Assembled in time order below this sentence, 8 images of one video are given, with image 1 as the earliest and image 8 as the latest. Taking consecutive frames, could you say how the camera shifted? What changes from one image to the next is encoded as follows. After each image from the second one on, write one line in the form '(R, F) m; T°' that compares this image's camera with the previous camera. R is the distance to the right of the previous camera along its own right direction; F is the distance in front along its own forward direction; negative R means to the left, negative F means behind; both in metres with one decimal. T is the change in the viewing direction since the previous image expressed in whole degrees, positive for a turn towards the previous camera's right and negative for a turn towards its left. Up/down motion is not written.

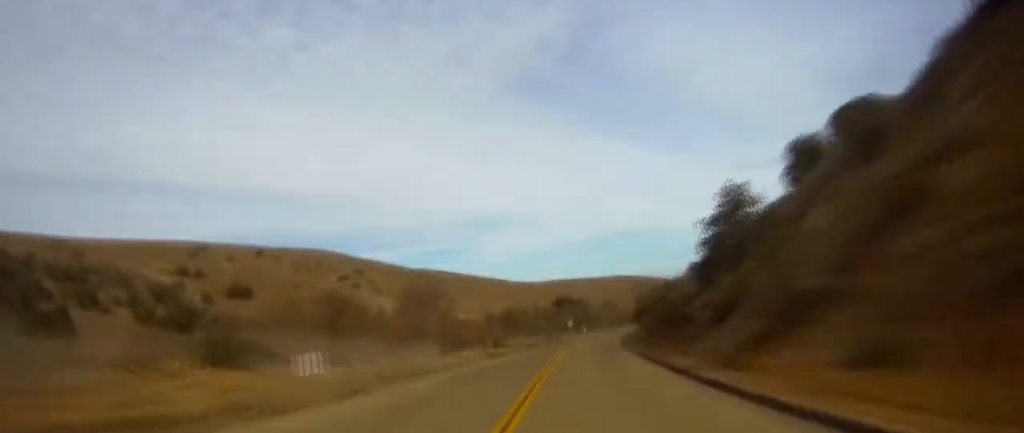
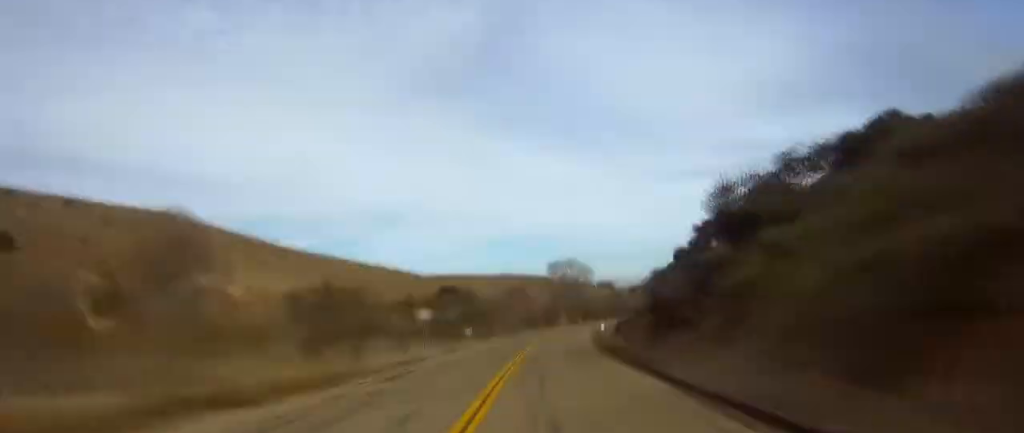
(+4.5, +79.6) m; +6°
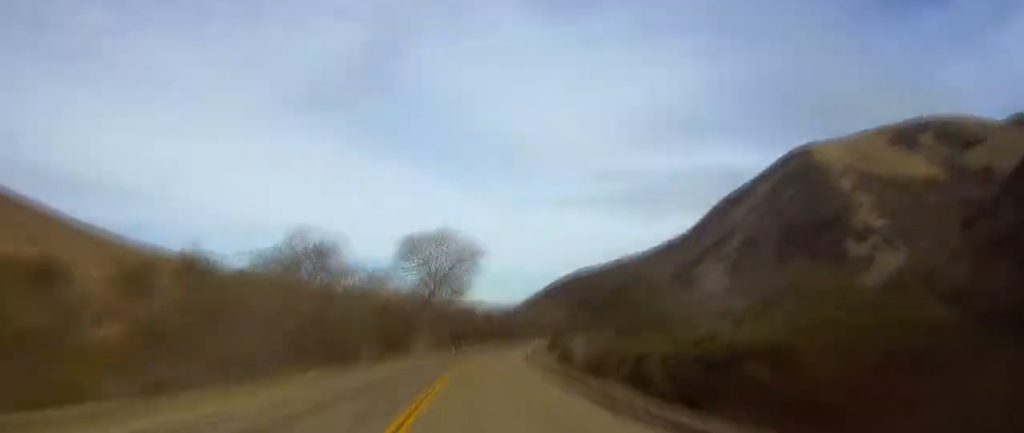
(+3.7, +80.7) m; +6°
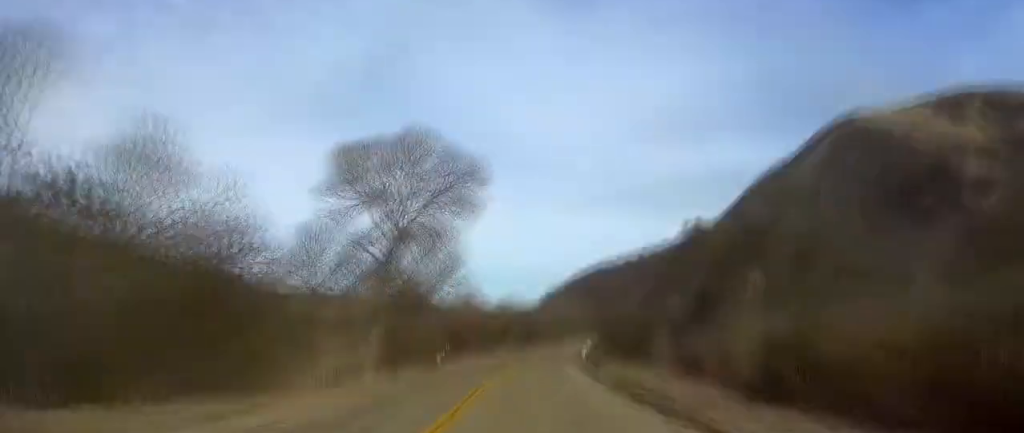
(+2.1, +47.2) m; +4°
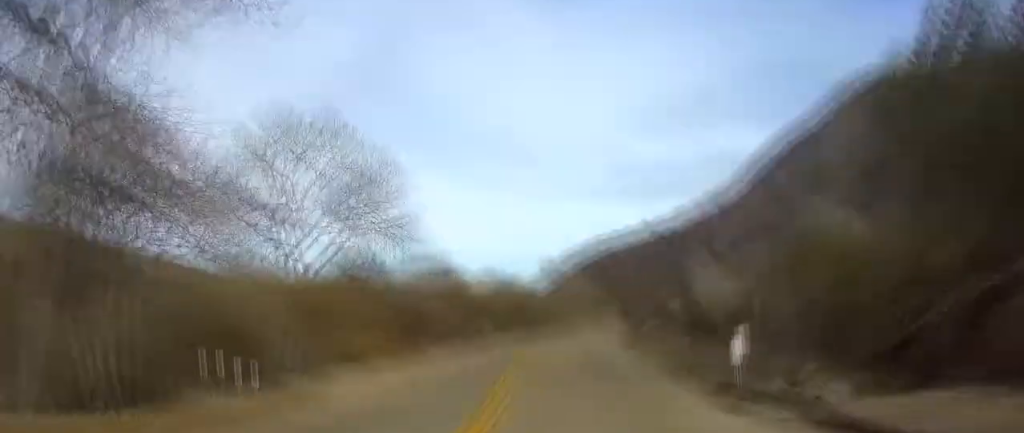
(-0.2, +37.5) m; +3°
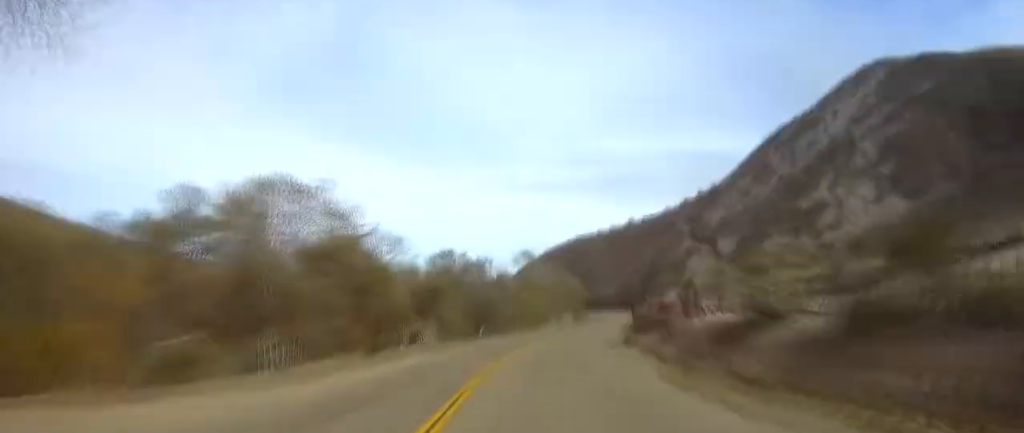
(+1.8, +30.3) m; +2°
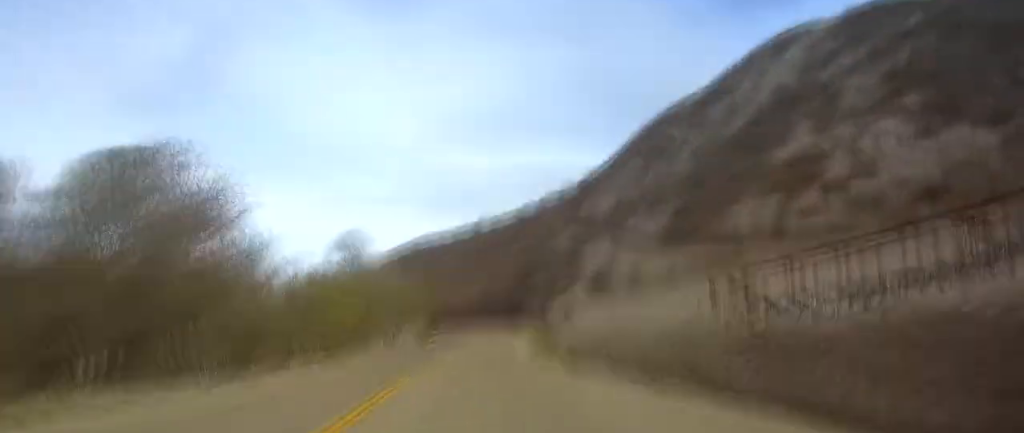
(+1.8, +53.2) m; +3°
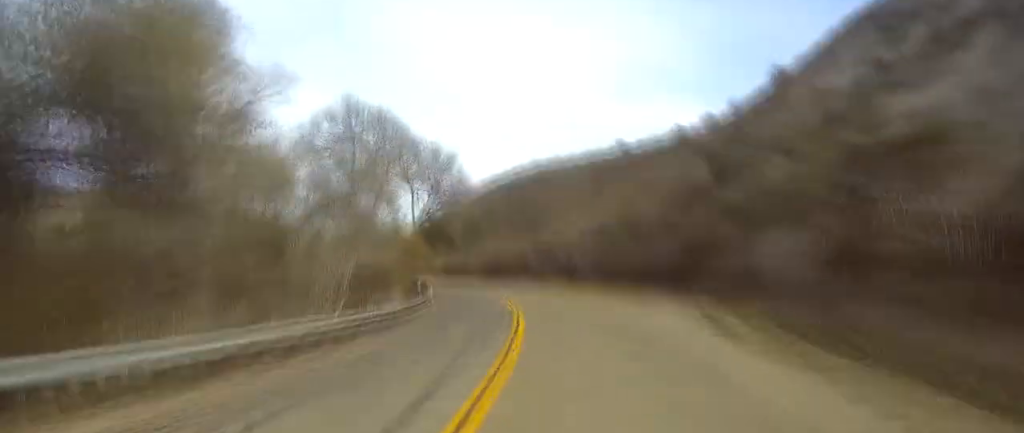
(-0.4, +83.7) m; -8°
